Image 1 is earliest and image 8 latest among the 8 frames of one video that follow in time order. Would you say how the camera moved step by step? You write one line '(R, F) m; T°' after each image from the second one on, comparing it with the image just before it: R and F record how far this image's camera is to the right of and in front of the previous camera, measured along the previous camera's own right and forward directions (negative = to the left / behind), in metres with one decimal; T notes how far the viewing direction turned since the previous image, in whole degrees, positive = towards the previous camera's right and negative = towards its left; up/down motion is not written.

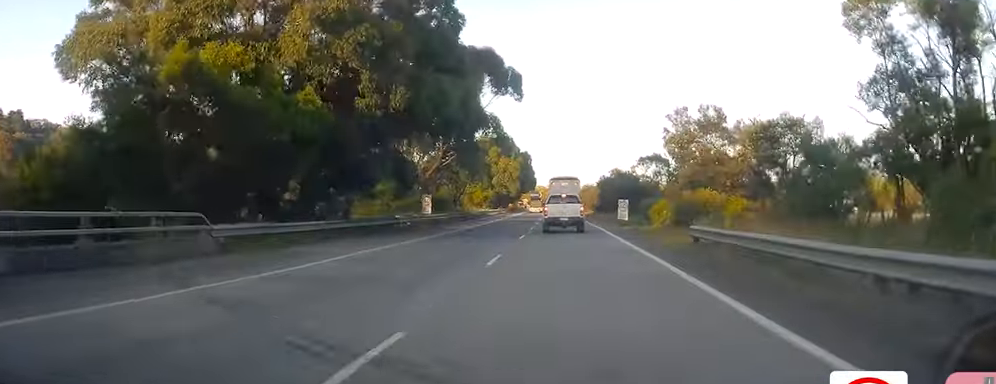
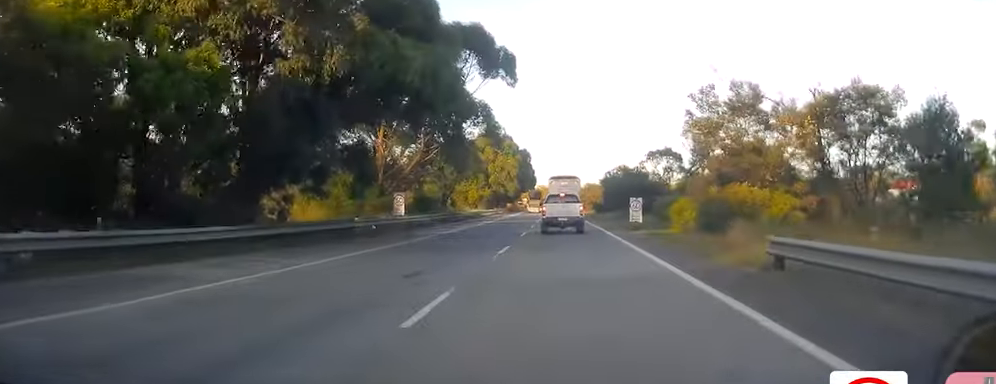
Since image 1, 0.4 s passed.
(-0.1, +8.8) m; 0°
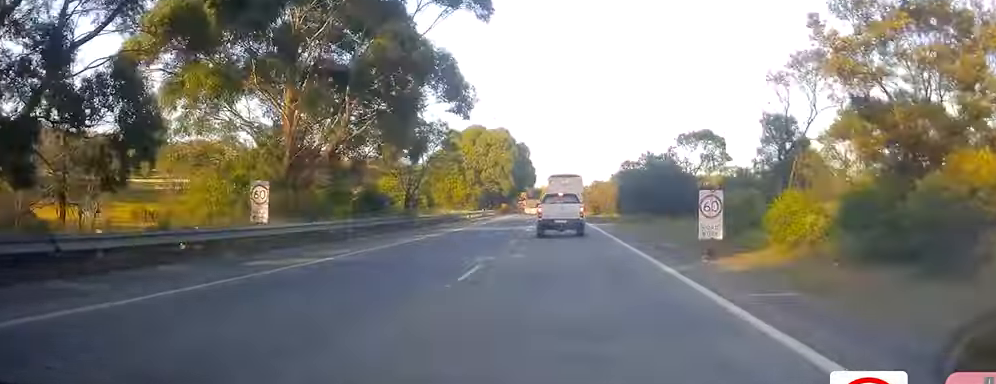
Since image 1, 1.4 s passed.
(+0.3, +20.1) m; -2°
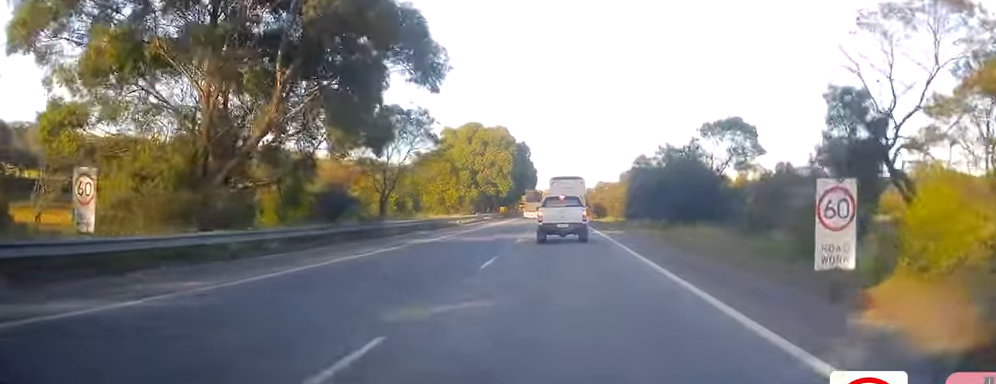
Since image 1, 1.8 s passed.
(-0.3, +9.0) m; -1°
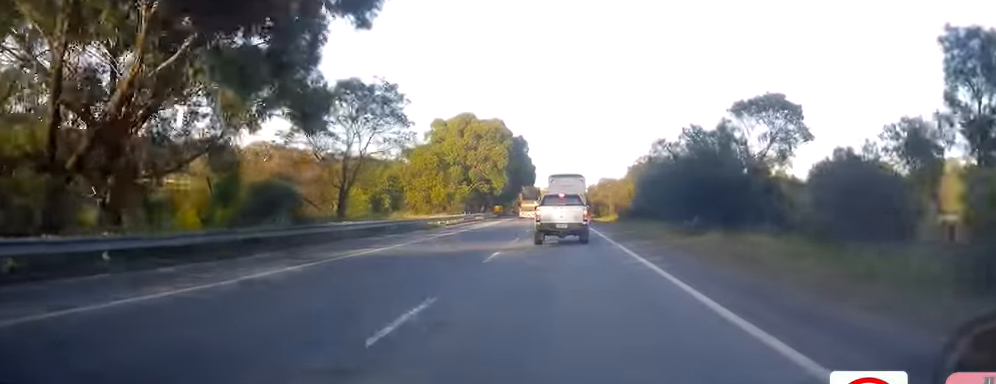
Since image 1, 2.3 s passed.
(-0.5, +9.4) m; 0°
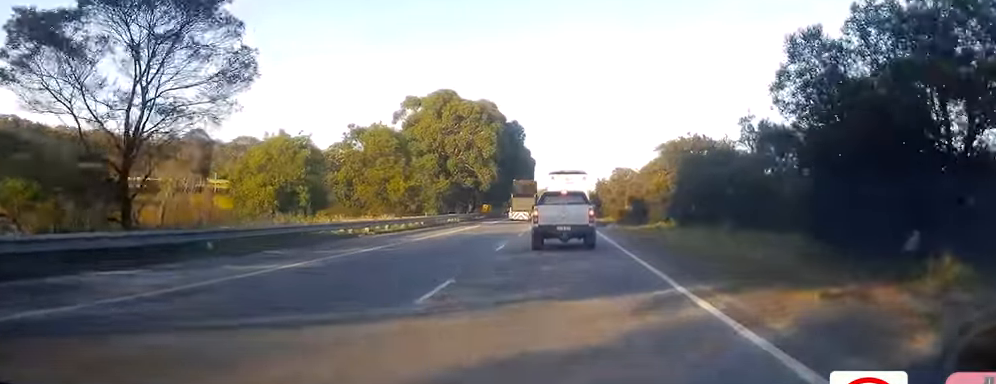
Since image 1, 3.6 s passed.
(+0.6, +21.4) m; +2°
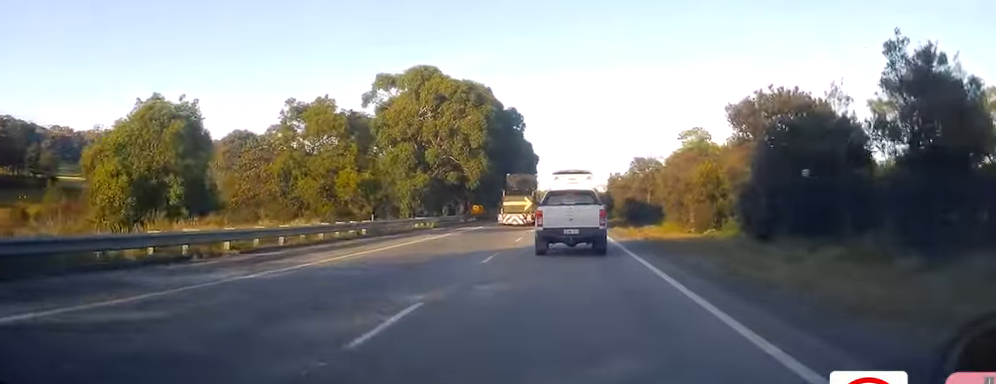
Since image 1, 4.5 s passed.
(-0.2, +15.5) m; 0°
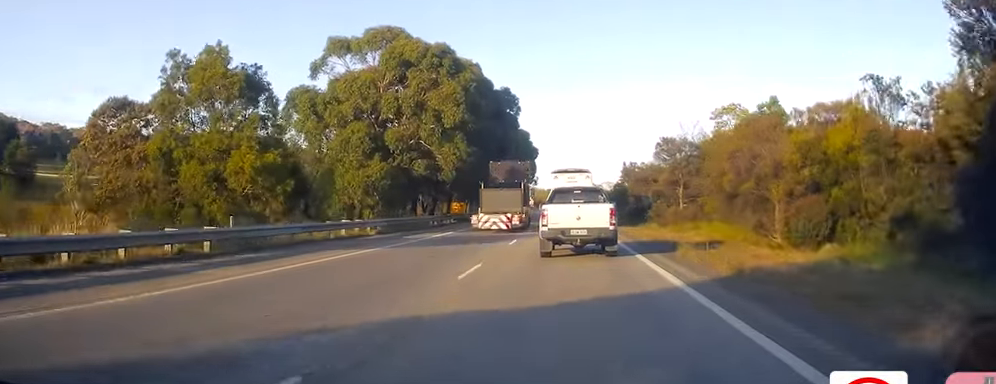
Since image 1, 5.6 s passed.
(0.0, +15.9) m; -1°
